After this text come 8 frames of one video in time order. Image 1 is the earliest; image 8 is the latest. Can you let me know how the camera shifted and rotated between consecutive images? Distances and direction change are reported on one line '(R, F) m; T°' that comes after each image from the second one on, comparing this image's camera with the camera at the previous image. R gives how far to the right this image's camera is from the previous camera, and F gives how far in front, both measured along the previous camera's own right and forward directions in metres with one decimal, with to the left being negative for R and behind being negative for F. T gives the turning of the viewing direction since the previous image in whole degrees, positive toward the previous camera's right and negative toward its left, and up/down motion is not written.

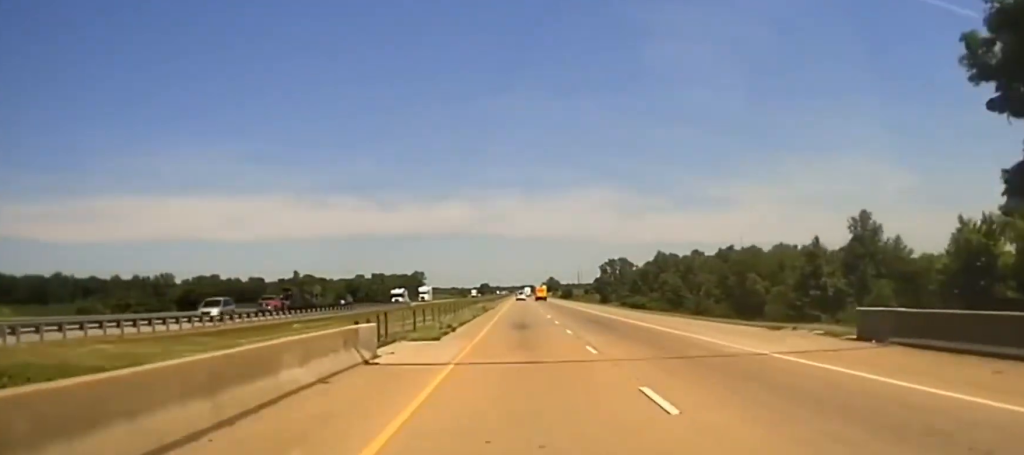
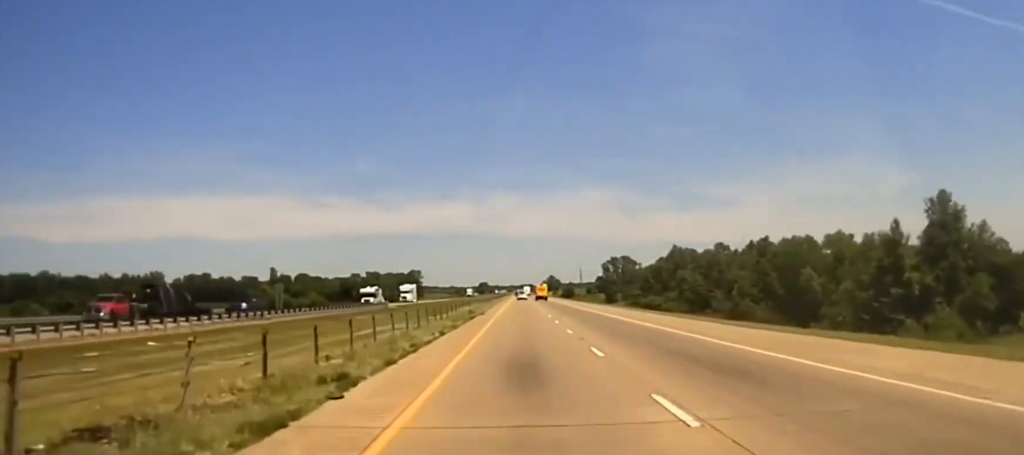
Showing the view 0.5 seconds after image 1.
(0.0, +25.5) m; 0°
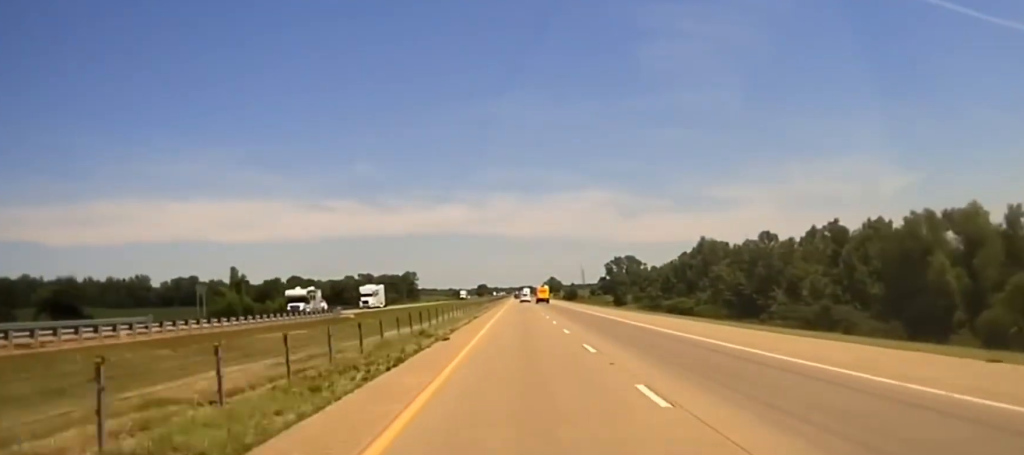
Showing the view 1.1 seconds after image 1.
(-0.2, +32.9) m; 0°
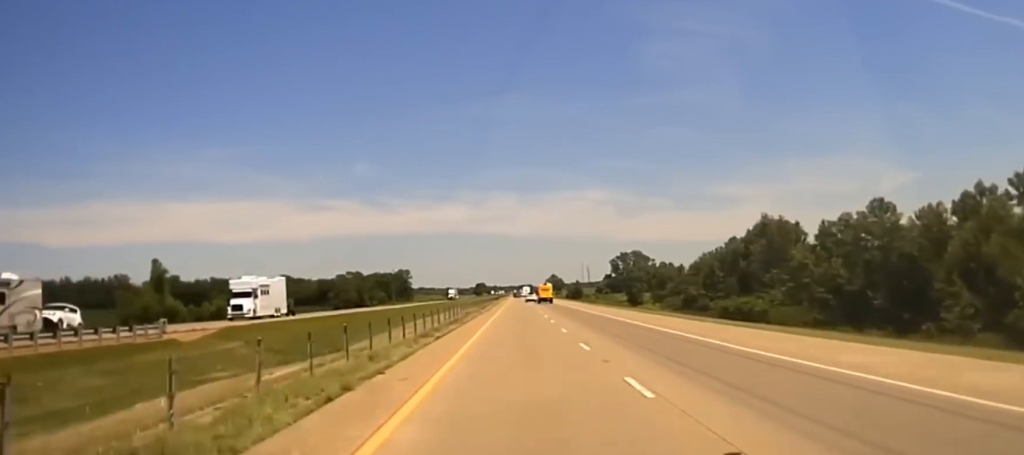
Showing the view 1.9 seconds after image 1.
(-0.1, +47.7) m; 0°
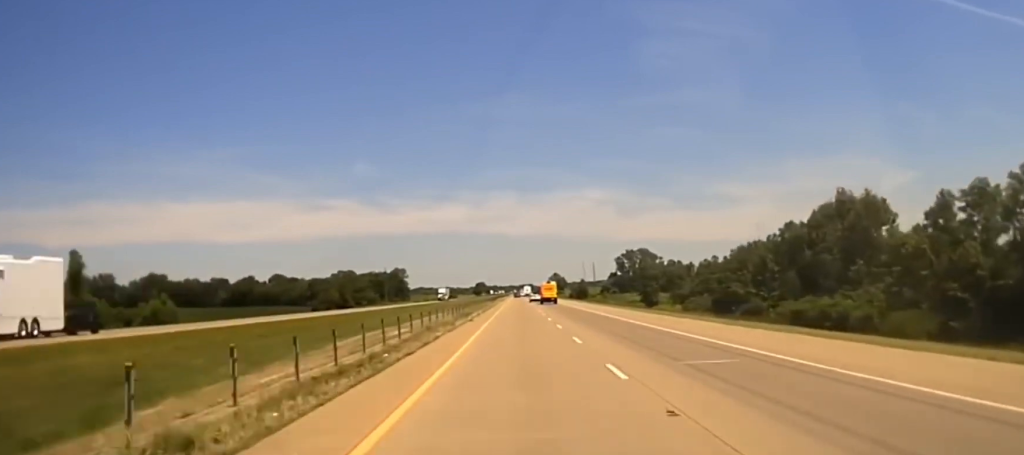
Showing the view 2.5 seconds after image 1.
(0.0, +33.2) m; 0°
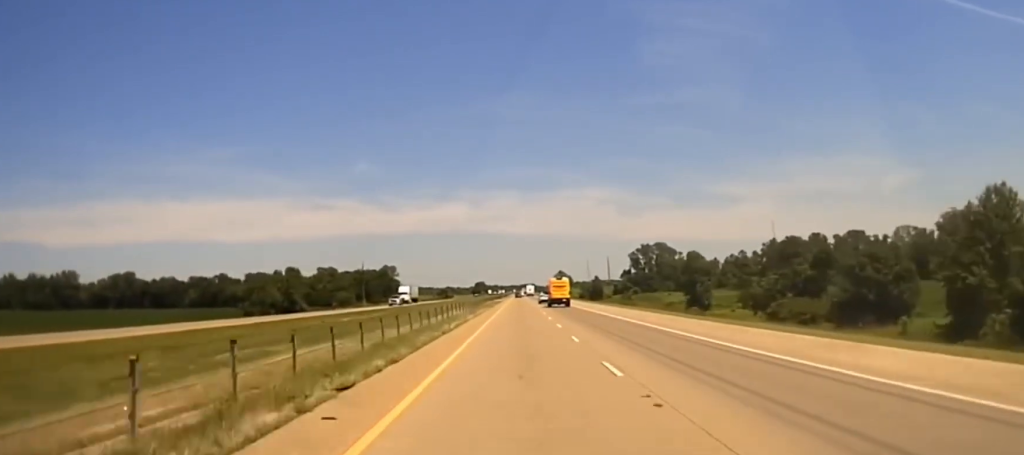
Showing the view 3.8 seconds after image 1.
(-0.1, +72.4) m; 0°
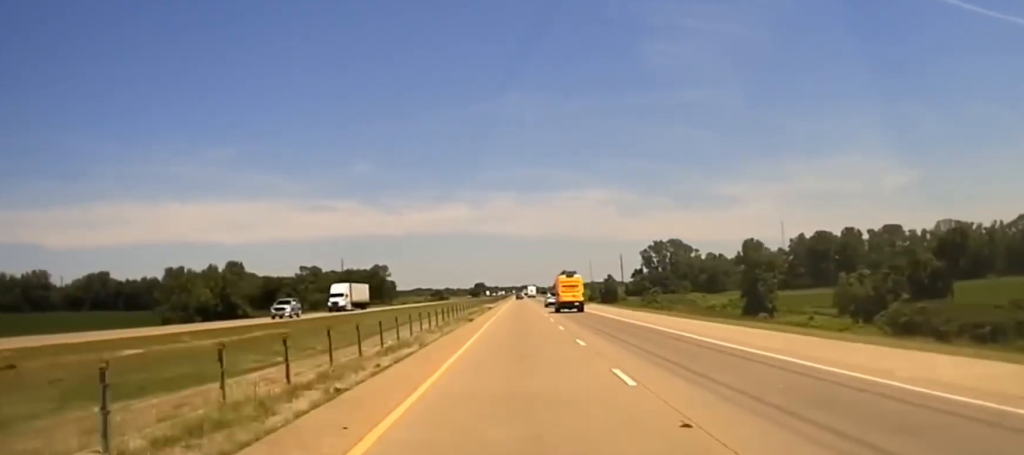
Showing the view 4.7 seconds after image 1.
(-0.1, +50.6) m; 0°
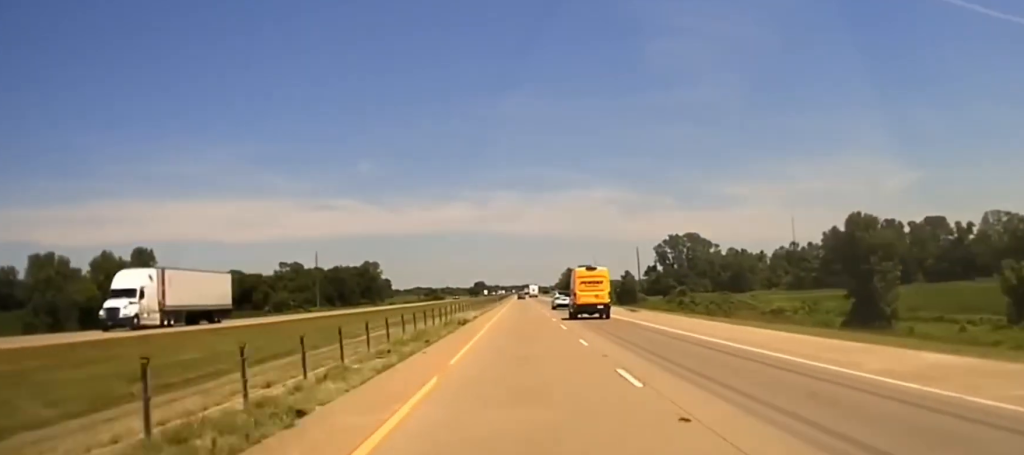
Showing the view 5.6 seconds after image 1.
(+0.1, +49.0) m; 0°
